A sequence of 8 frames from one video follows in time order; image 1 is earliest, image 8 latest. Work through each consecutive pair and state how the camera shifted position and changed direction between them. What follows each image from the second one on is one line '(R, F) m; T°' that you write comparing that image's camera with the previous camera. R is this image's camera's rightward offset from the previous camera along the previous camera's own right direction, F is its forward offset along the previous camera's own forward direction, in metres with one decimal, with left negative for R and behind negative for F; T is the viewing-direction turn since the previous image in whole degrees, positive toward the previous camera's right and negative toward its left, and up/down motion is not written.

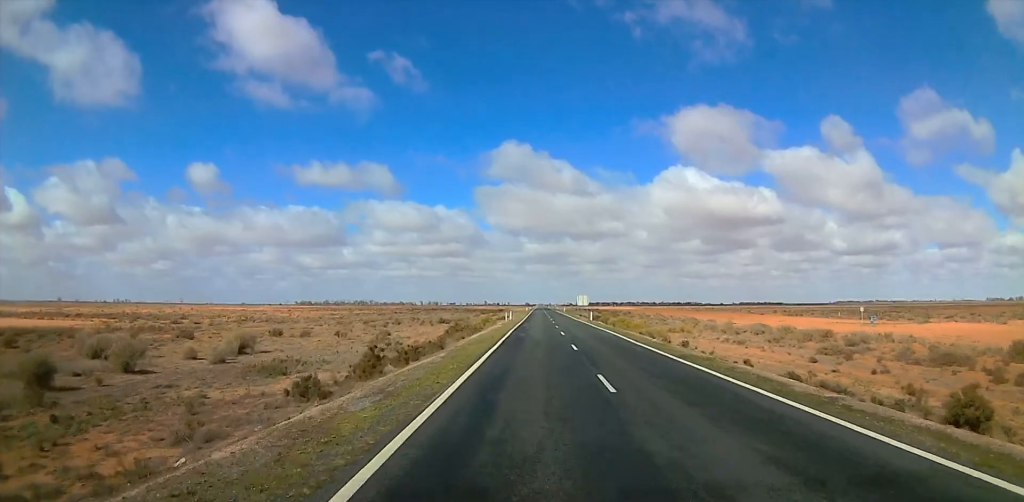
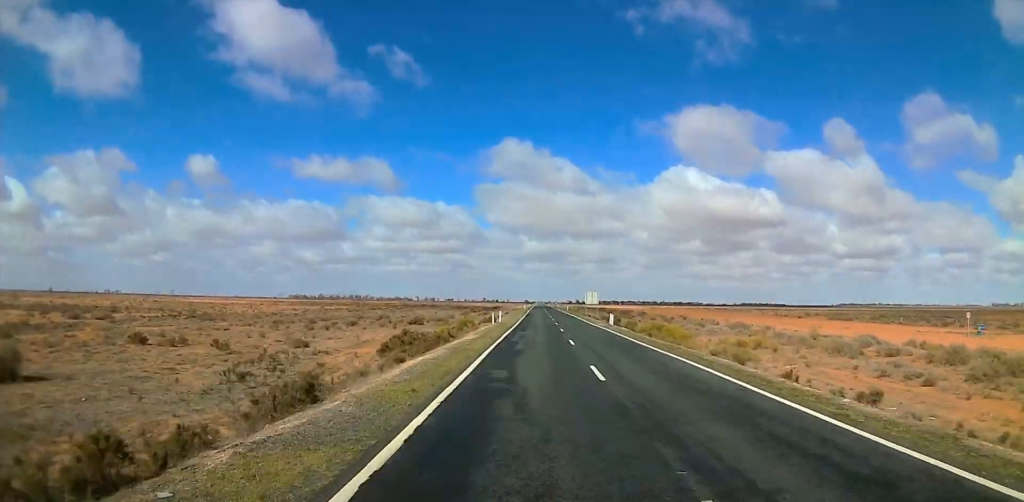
(0.0, +22.4) m; 0°
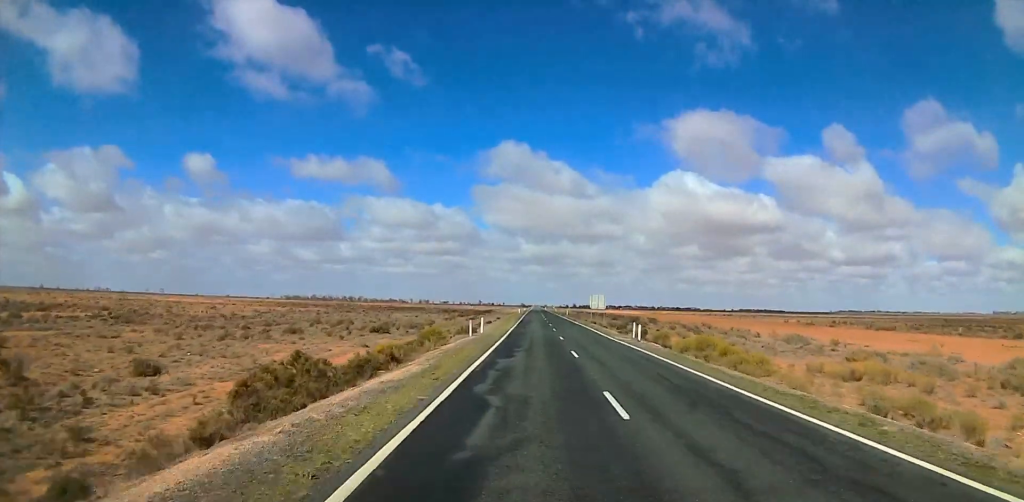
(0.0, +16.5) m; 0°
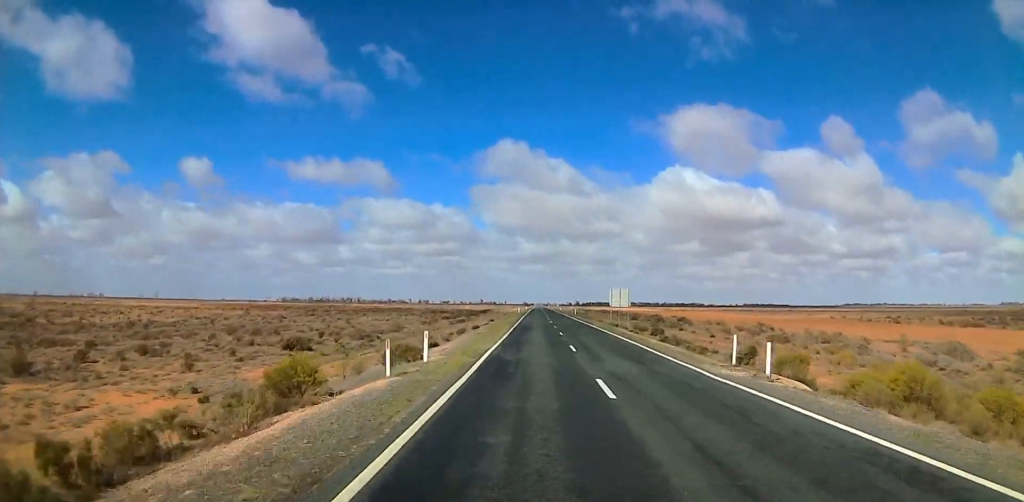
(0.0, +22.4) m; 0°
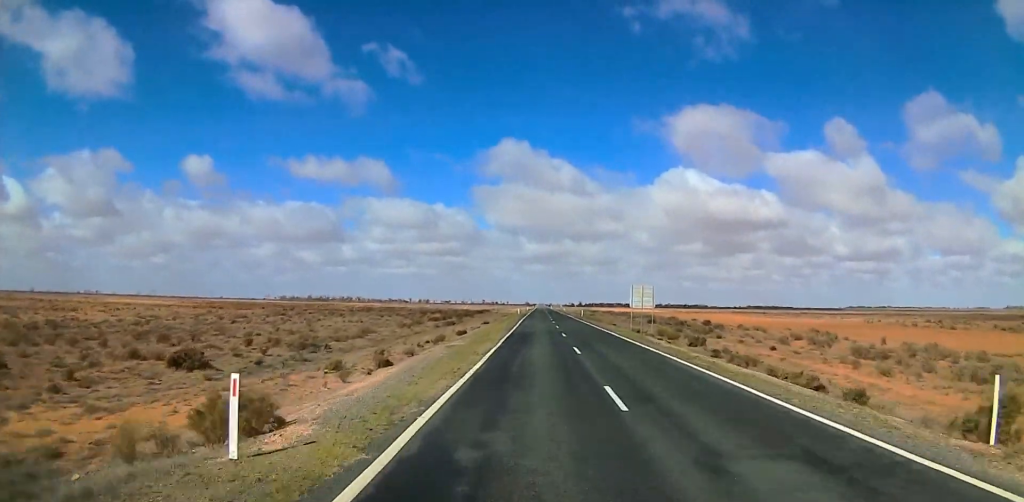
(0.0, +13.6) m; 0°
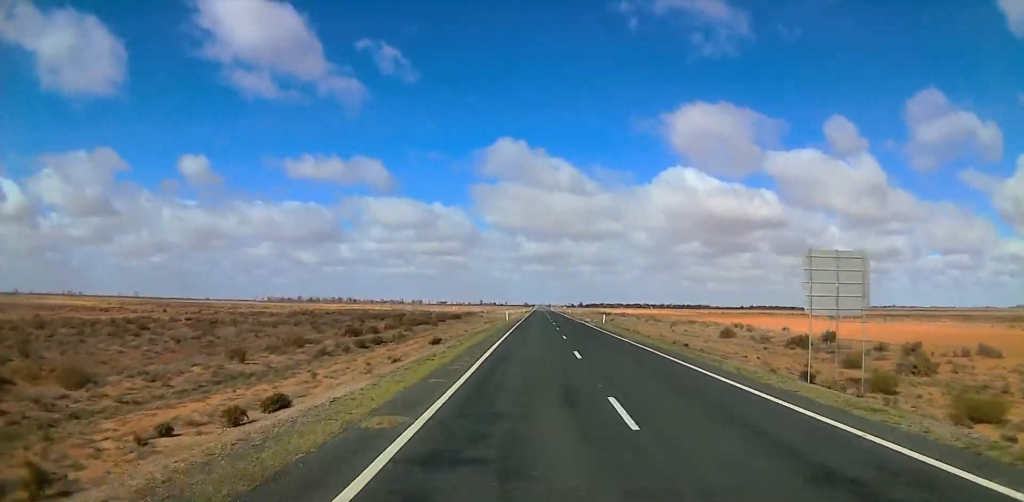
(0.0, +38.0) m; 0°
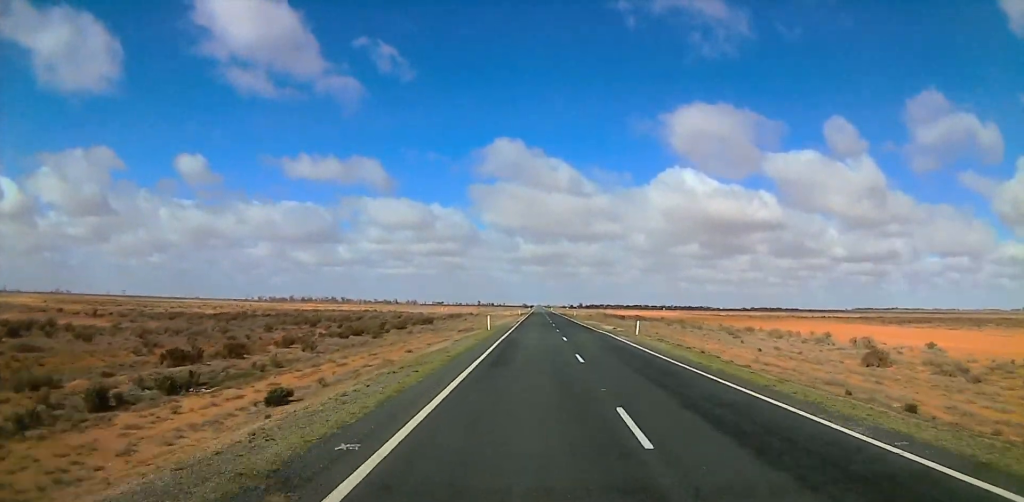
(0.0, +25.3) m; 0°
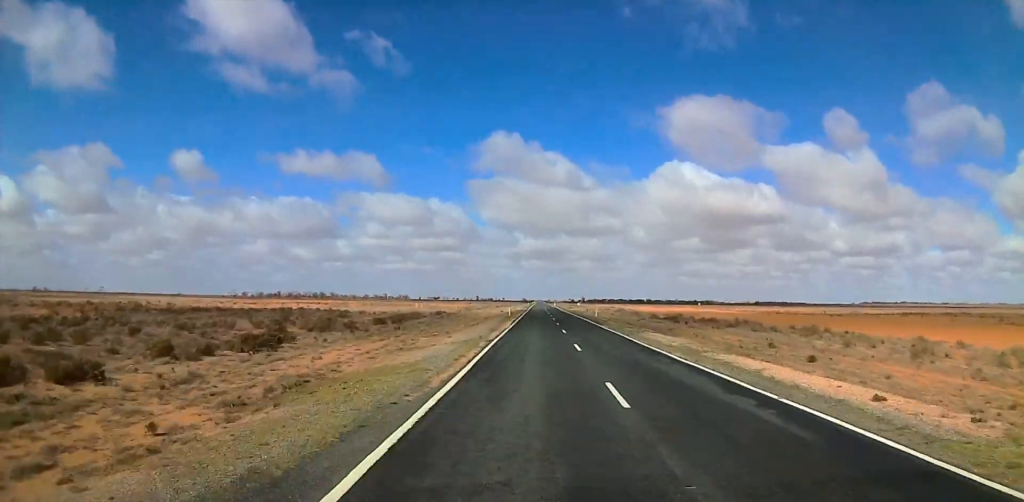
(+0.4, +45.8) m; -1°
